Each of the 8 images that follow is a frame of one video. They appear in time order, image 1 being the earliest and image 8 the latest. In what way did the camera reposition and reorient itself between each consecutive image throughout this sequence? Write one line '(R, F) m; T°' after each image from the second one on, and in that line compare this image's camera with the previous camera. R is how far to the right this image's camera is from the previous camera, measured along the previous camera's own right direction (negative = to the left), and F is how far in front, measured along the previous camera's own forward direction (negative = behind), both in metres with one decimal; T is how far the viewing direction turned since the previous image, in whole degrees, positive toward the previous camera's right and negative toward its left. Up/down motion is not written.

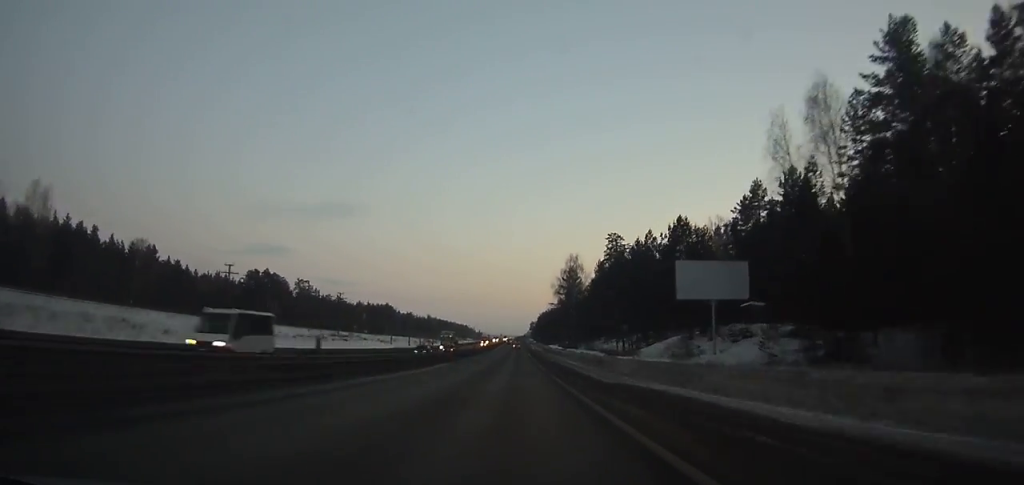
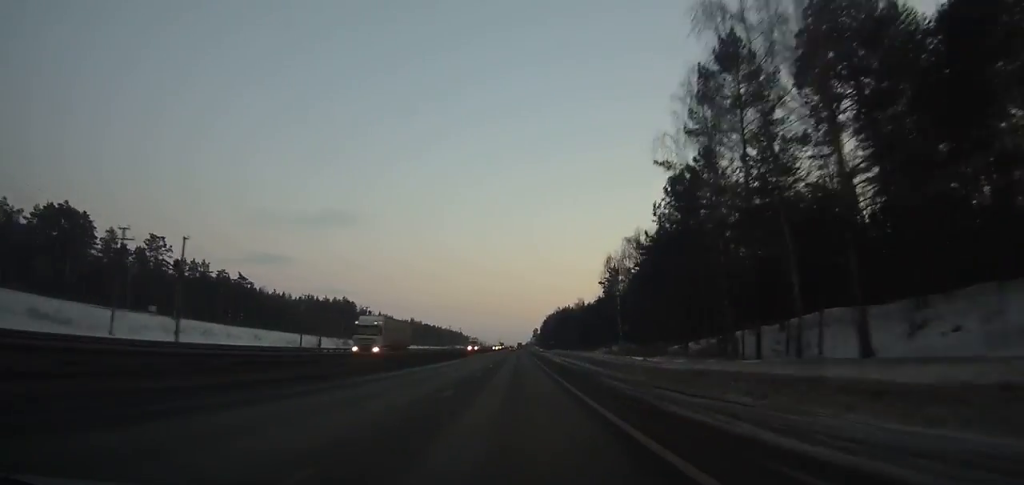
(-0.8, +102.5) m; 0°
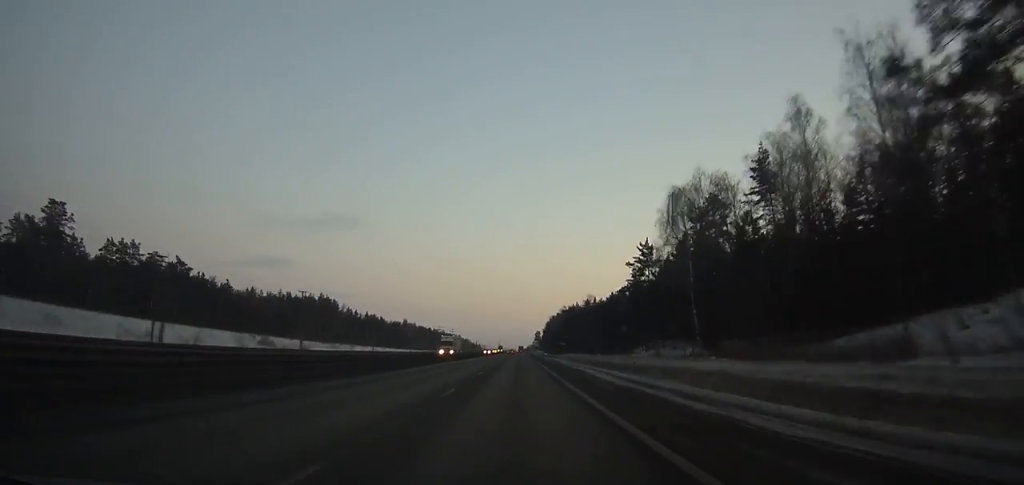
(-0.1, +36.0) m; 0°
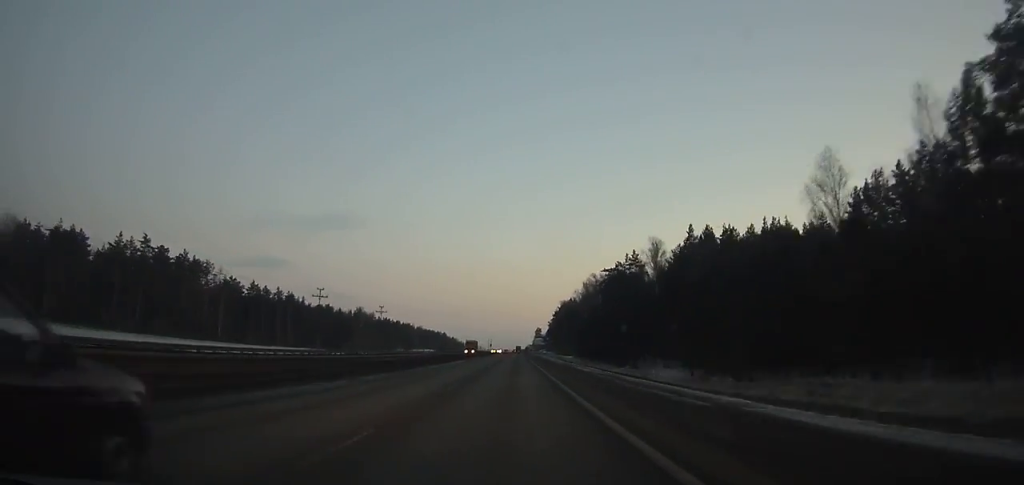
(+0.5, +130.0) m; 0°
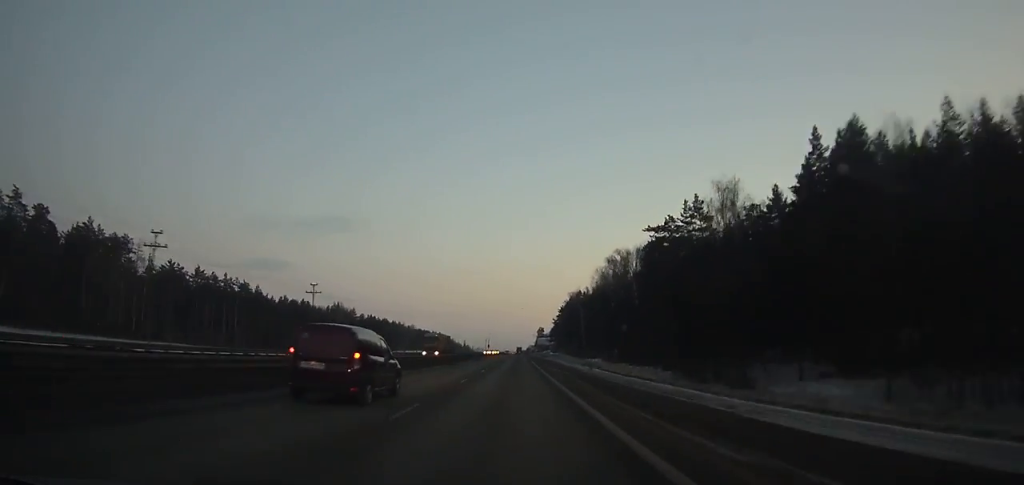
(0.0, +44.7) m; 0°
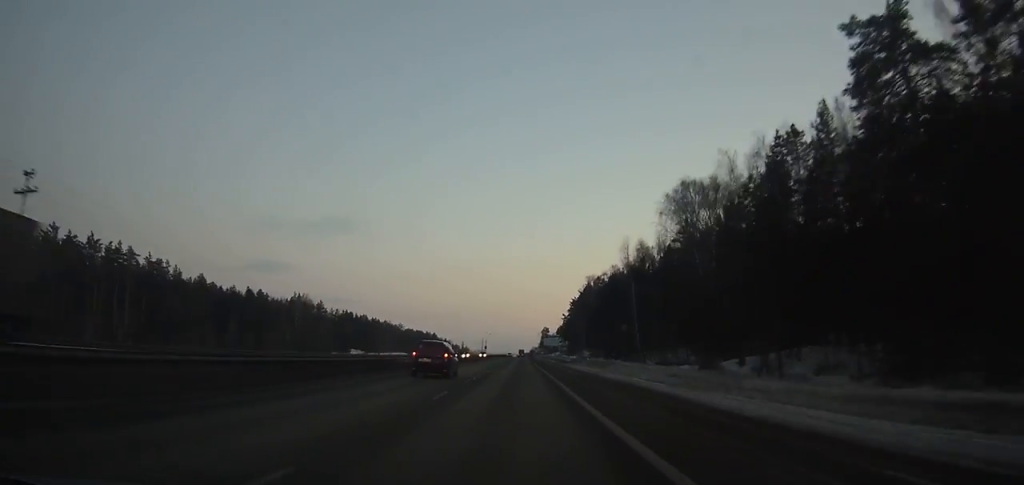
(-0.1, +55.9) m; 0°
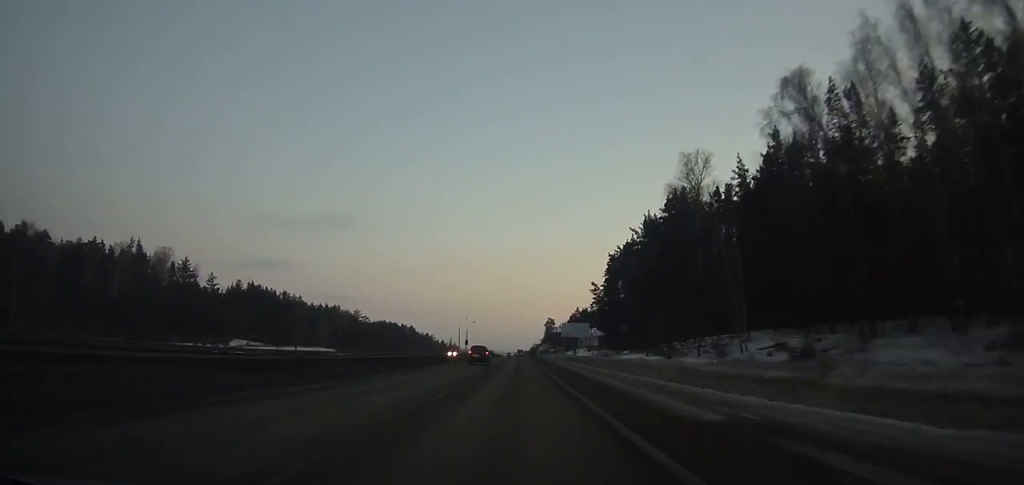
(-0.1, +107.0) m; 0°
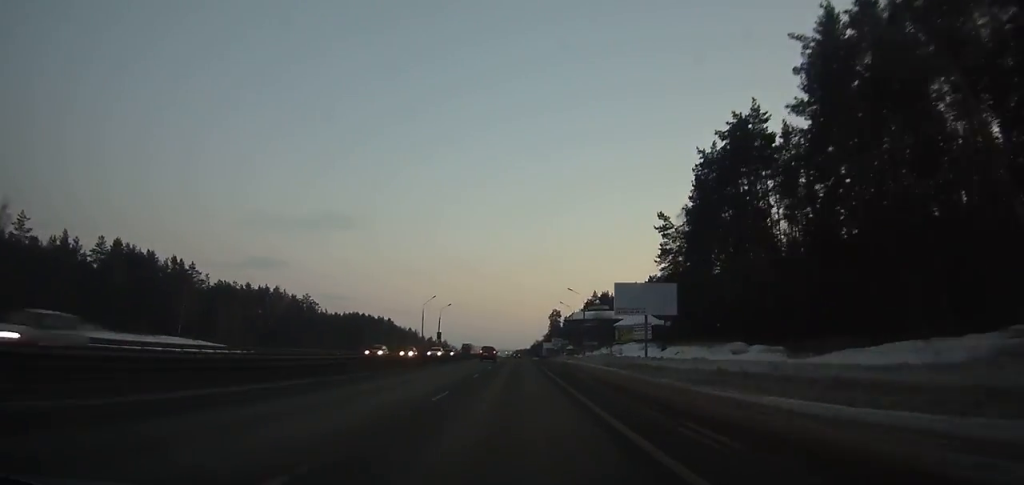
(+0.2, +72.0) m; 0°
